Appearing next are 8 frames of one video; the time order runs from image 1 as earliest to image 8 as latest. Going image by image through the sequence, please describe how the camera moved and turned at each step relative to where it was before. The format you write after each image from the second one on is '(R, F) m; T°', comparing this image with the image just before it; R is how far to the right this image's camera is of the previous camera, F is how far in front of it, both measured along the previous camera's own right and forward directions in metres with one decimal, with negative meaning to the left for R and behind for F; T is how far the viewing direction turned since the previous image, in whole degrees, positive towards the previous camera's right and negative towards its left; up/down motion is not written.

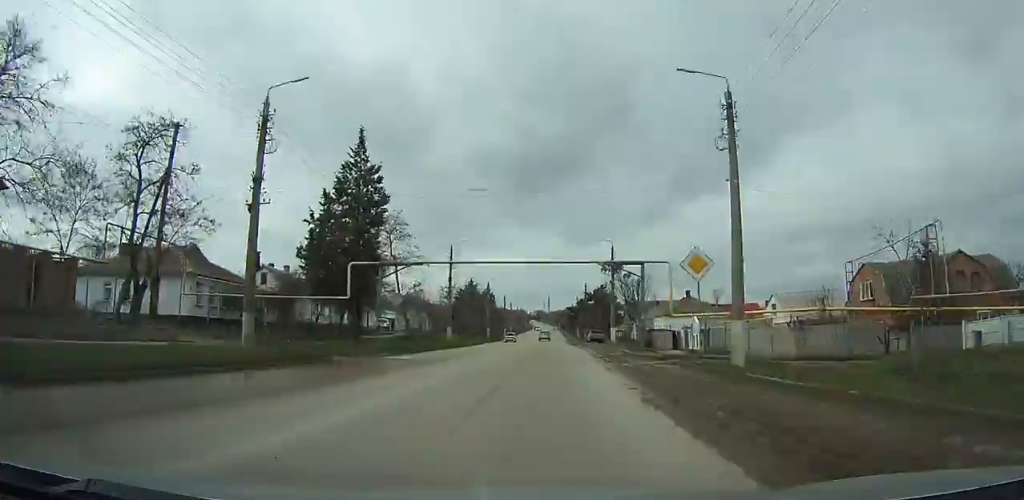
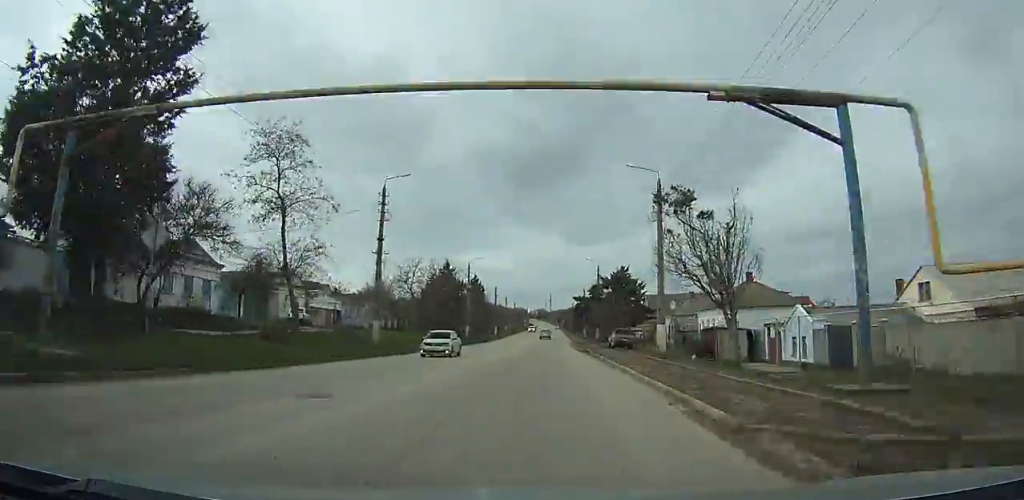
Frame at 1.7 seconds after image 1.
(0.0, +25.2) m; 0°
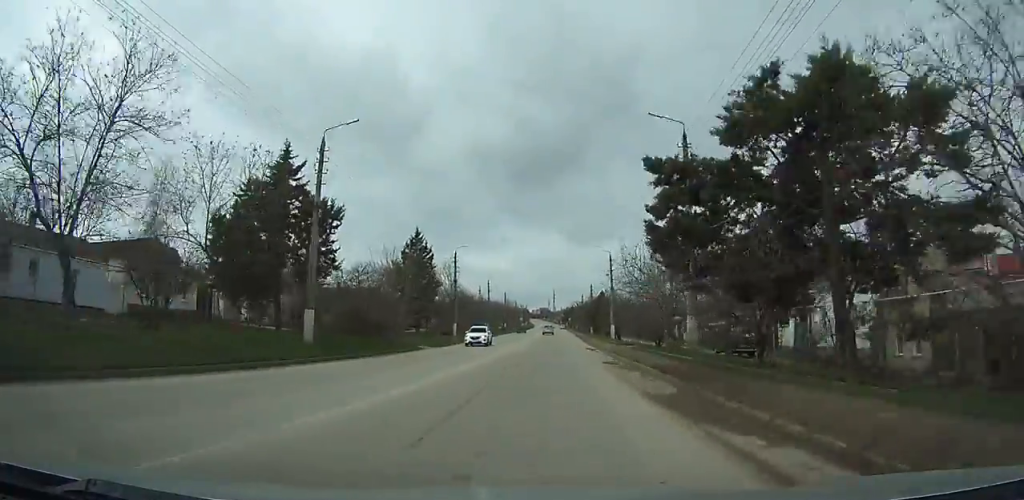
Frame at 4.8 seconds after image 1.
(+0.1, +49.0) m; 0°
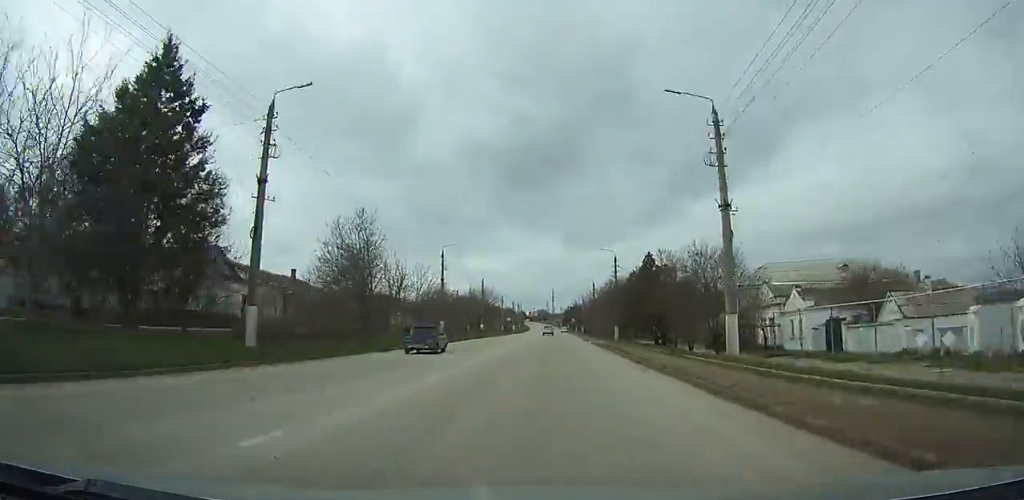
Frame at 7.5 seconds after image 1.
(-0.1, +42.8) m; 0°
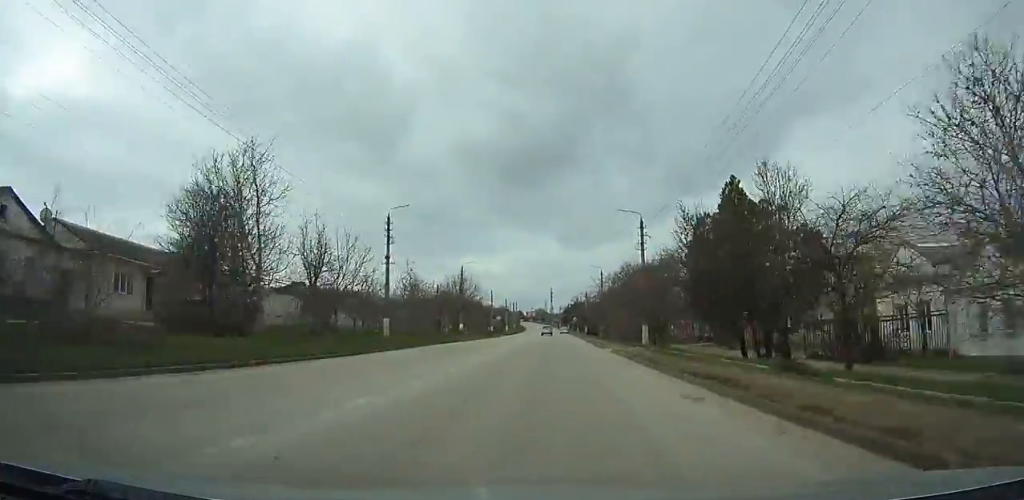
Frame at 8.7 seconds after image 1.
(0.0, +20.5) m; 0°
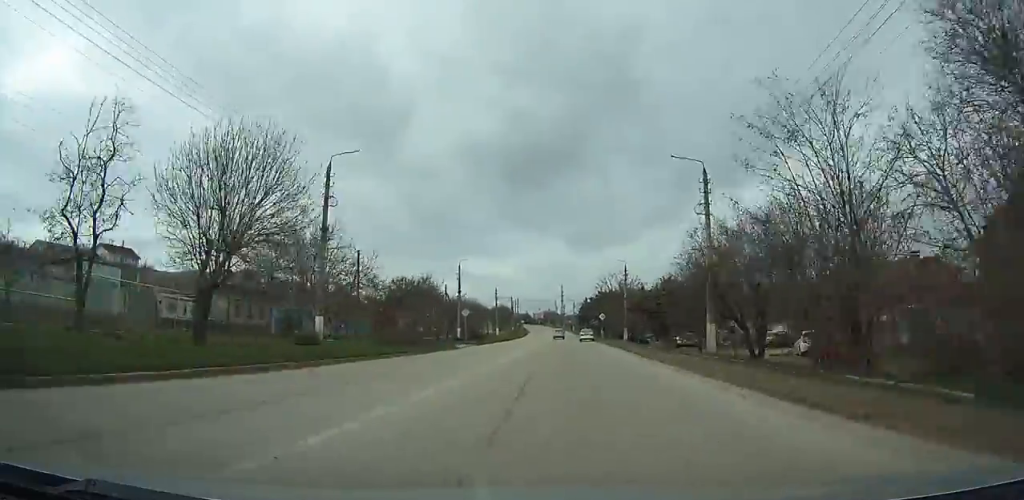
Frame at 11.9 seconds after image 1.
(-0.1, +51.4) m; 0°
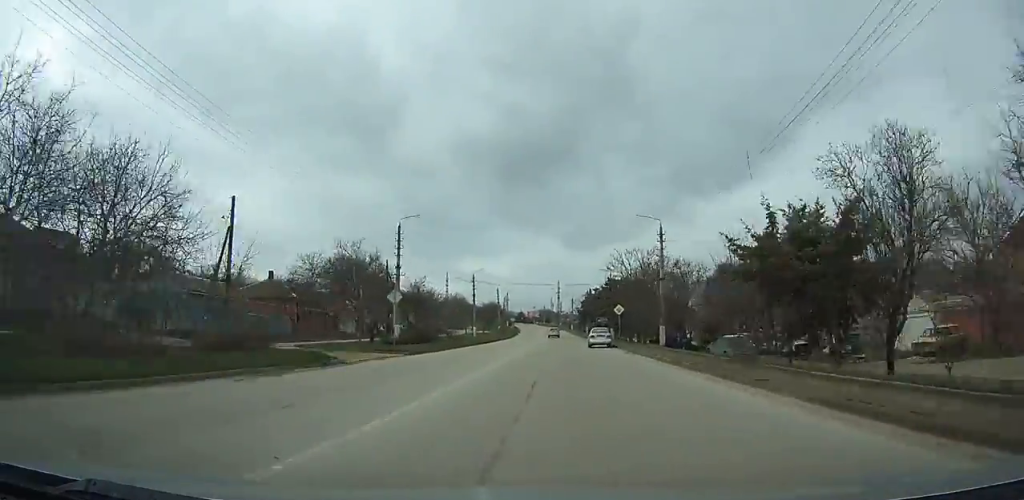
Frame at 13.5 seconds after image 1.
(+0.3, +25.5) m; 0°
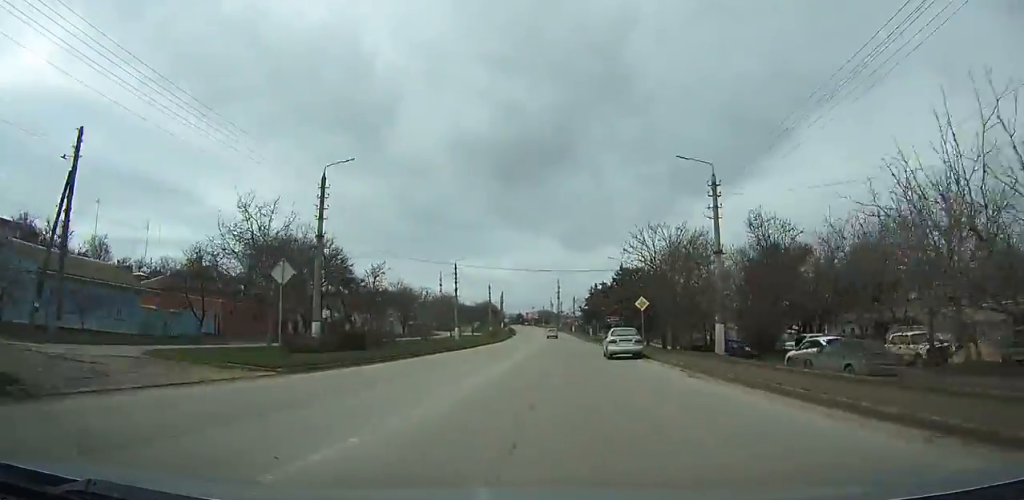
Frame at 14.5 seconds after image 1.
(-0.2, +14.7) m; 0°
